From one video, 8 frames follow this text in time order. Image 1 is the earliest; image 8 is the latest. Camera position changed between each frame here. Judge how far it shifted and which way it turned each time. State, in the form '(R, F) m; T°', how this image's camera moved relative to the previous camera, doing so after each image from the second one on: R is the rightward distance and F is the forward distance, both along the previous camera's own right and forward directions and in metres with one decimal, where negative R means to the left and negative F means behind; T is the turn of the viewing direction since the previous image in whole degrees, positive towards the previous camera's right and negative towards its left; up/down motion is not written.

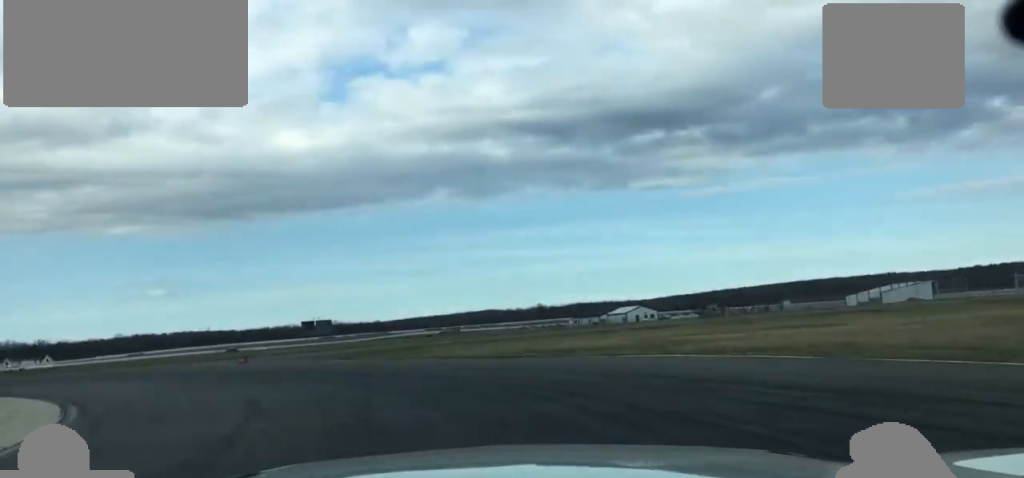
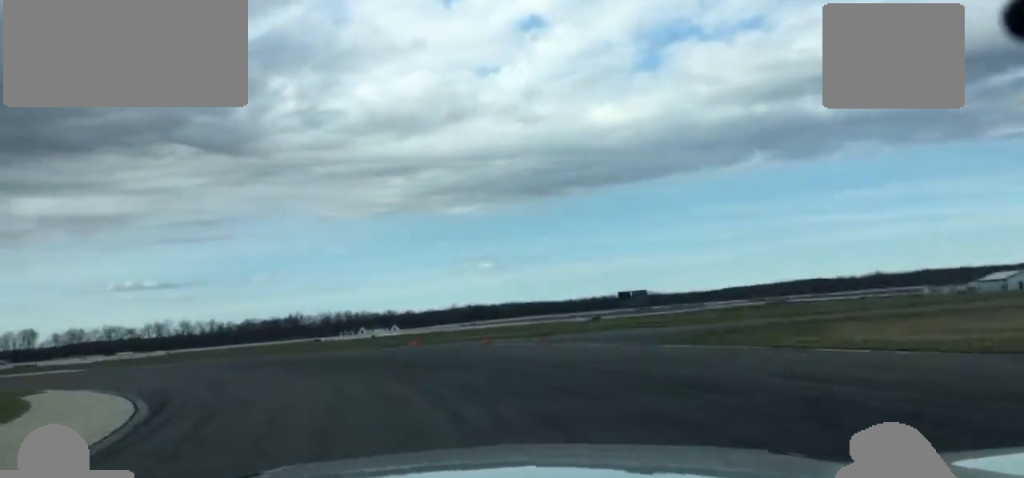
(-4.9, +15.6) m; -26°
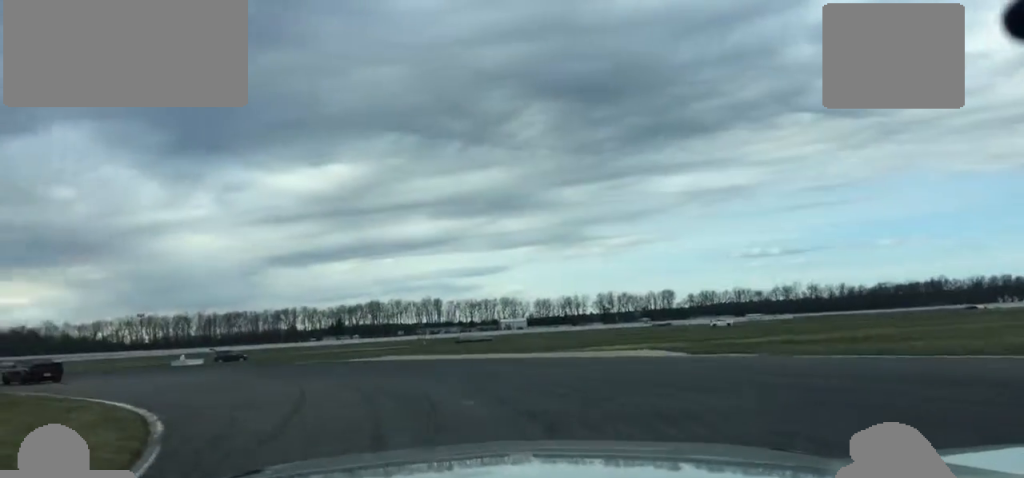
(-11.9, +33.0) m; -37°
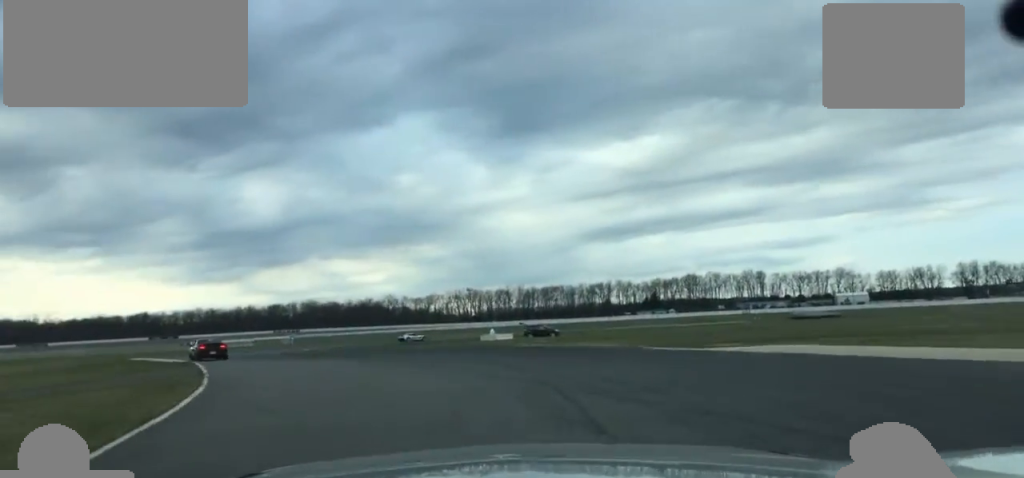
(-3.3, +18.8) m; -18°
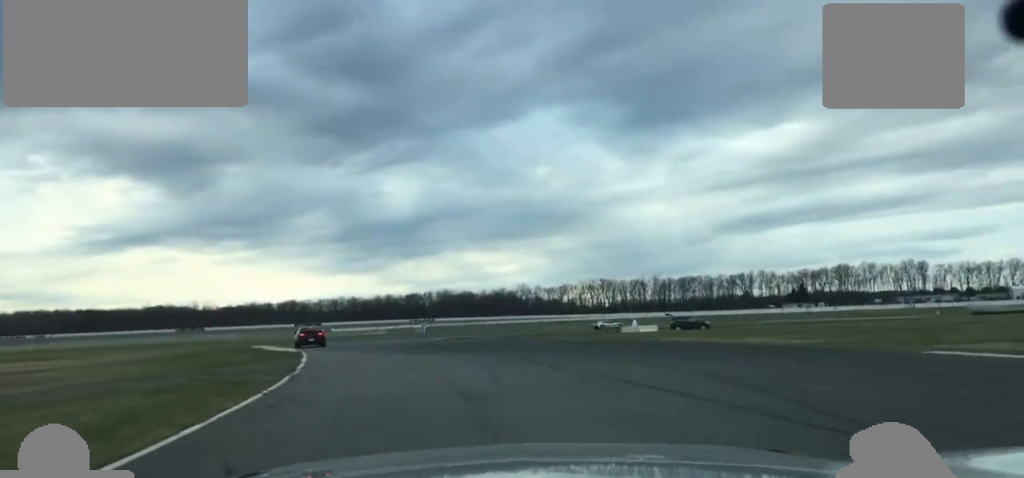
(-0.5, +9.9) m; -8°
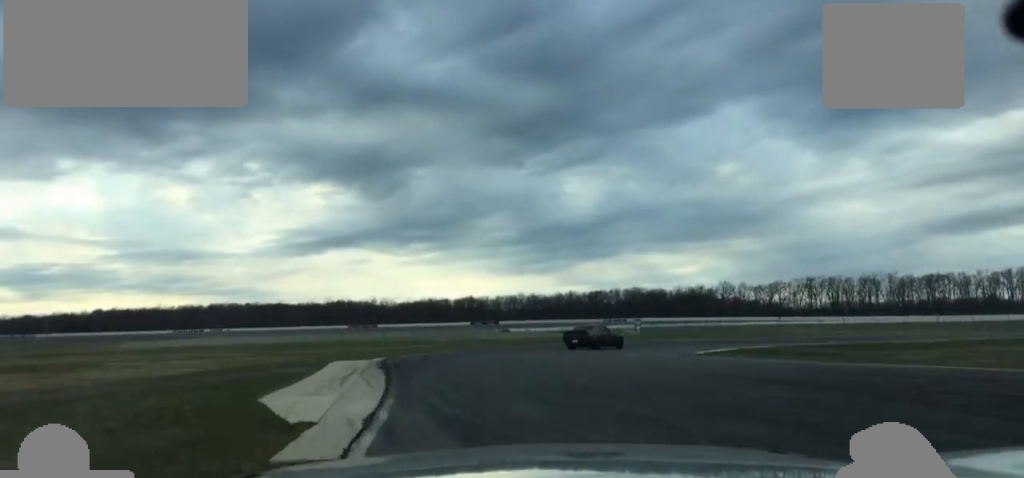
(-6.4, +42.8) m; -8°
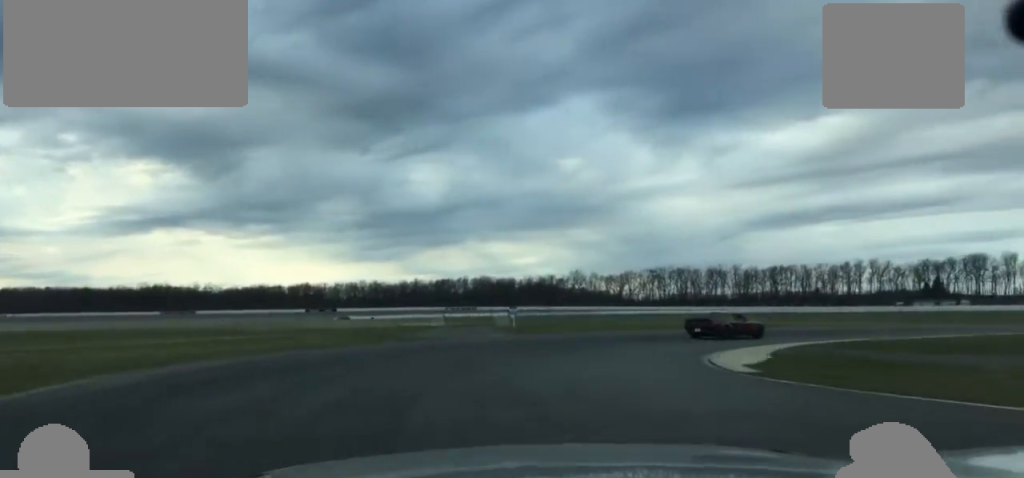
(+0.7, +23.1) m; +10°
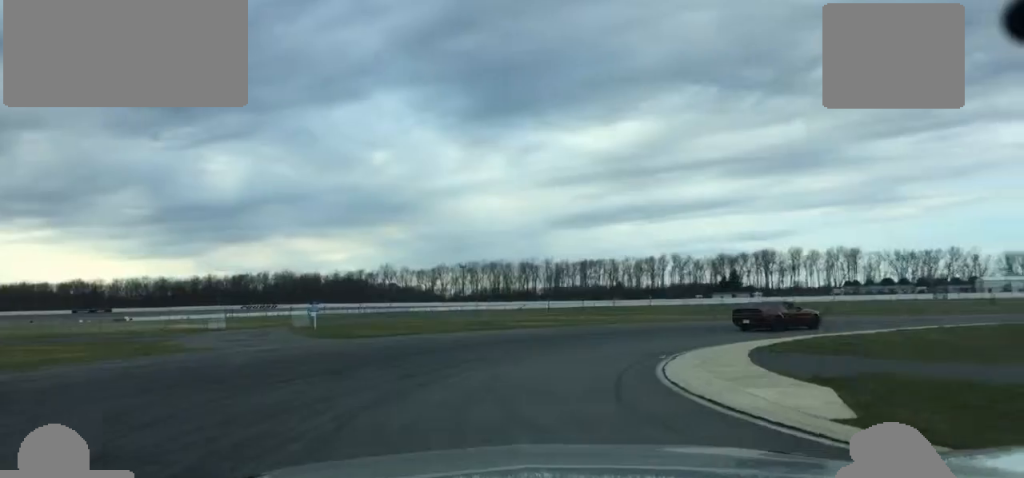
(+1.1, +14.5) m; +9°
